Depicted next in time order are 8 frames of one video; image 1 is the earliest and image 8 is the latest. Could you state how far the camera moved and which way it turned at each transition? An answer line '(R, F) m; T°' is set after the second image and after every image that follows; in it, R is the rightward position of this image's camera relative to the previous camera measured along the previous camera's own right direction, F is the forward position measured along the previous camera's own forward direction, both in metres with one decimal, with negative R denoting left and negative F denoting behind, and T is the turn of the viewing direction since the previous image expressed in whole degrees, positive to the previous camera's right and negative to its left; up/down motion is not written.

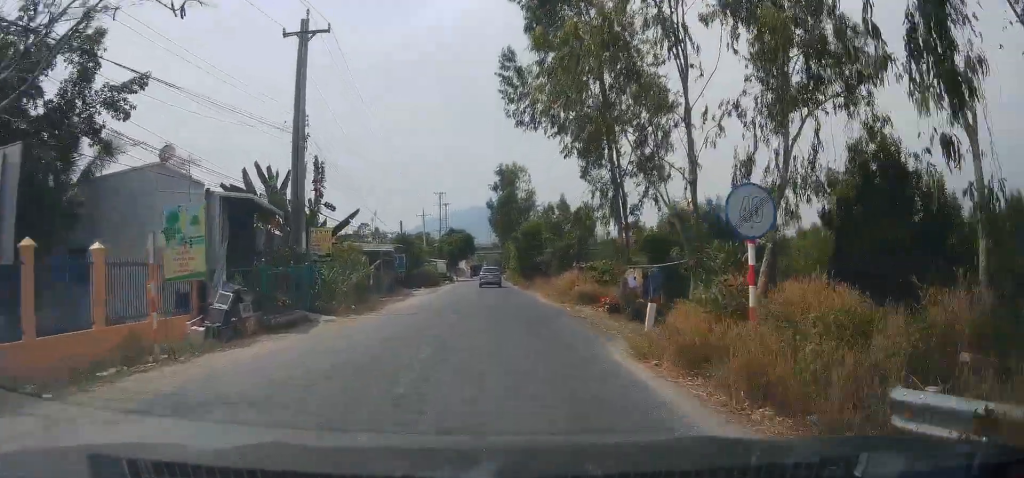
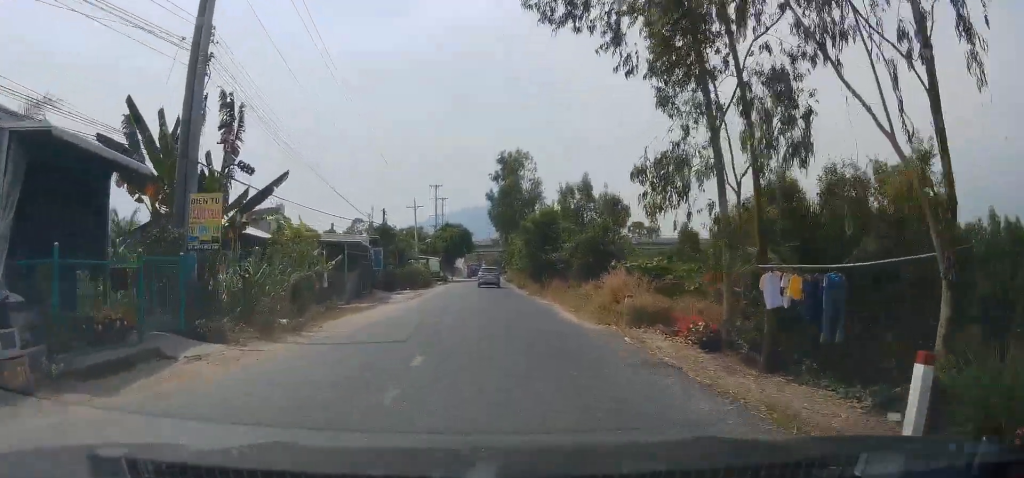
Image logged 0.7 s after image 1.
(-0.2, +10.2) m; 0°
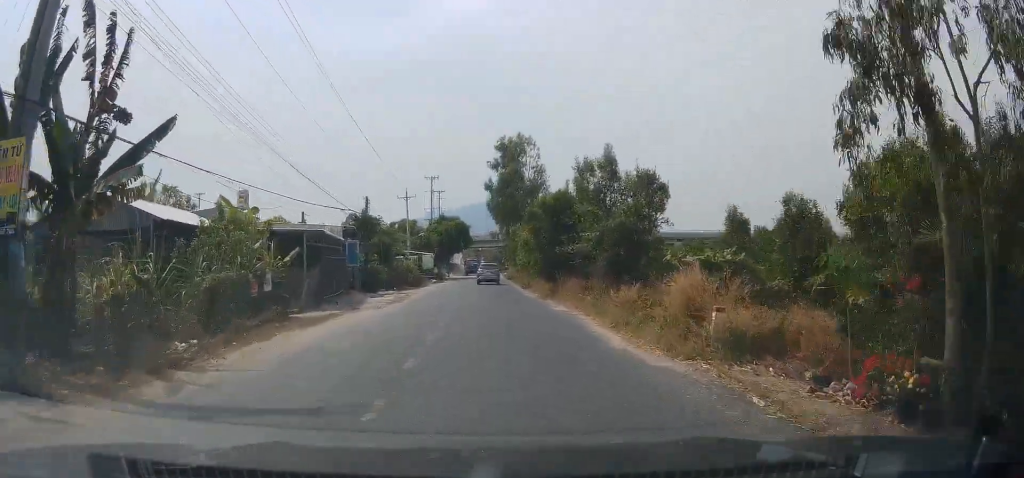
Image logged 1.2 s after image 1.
(0.0, +7.0) m; +1°
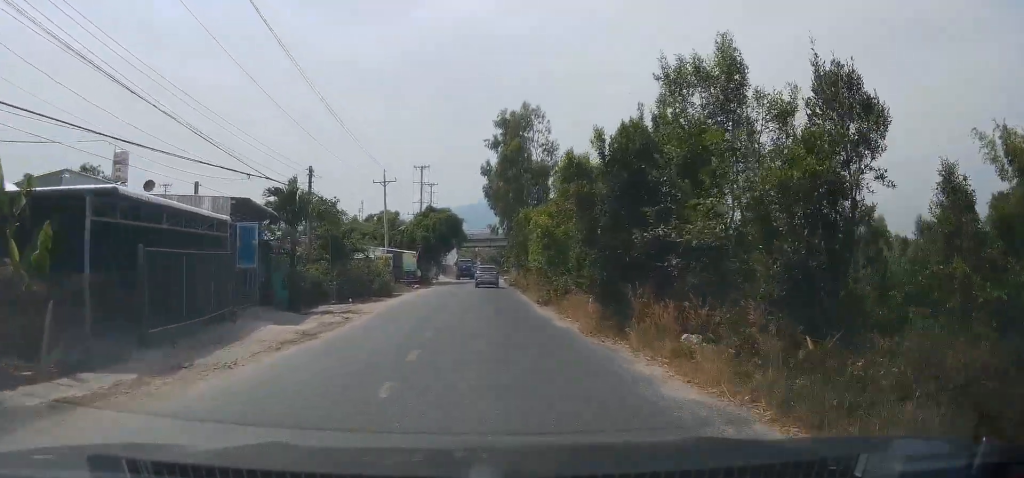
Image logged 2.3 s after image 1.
(+0.4, +14.1) m; 0°
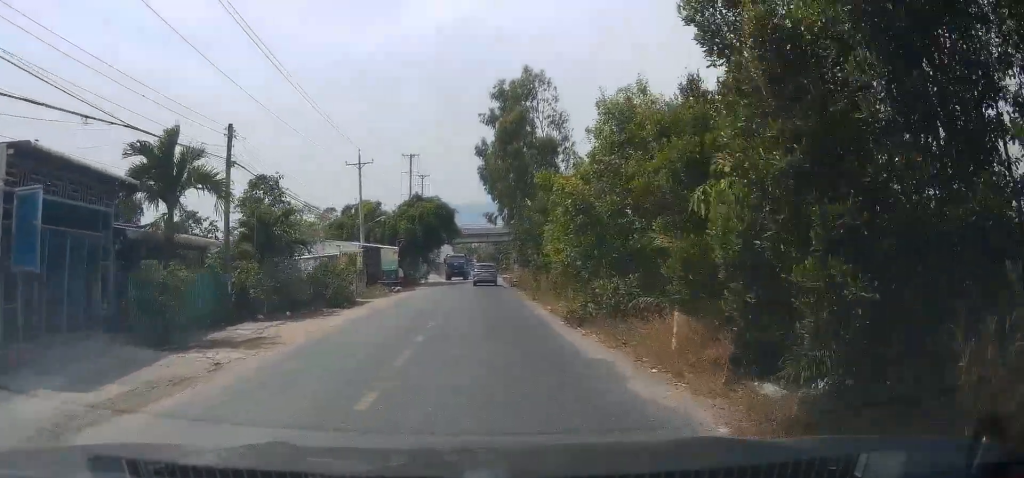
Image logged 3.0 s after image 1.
(-0.2, +10.0) m; 0°
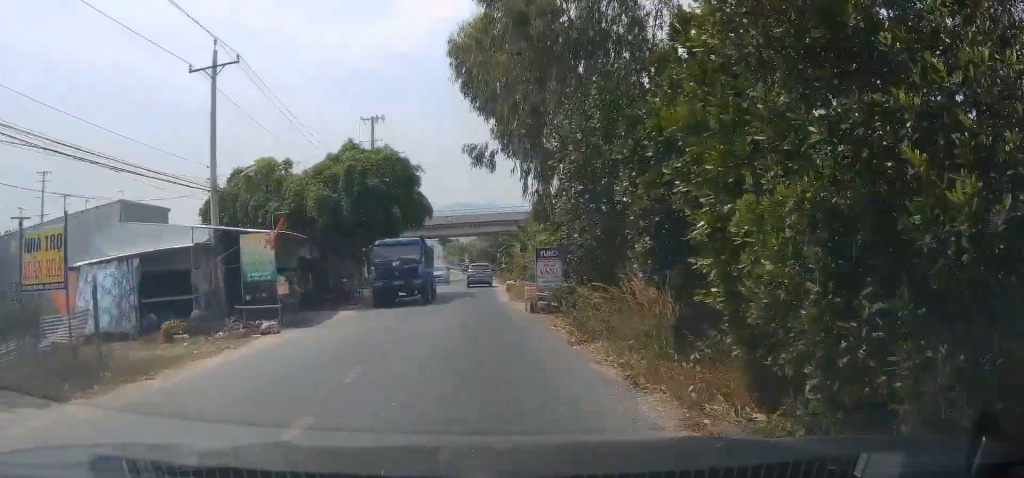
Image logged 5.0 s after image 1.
(+0.7, +26.4) m; +2°
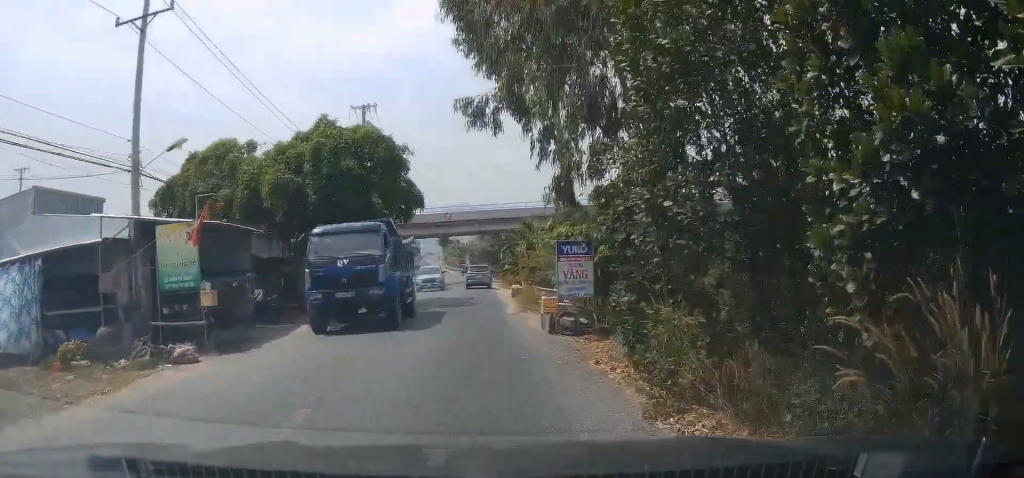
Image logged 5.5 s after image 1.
(+0.1, +5.8) m; -1°
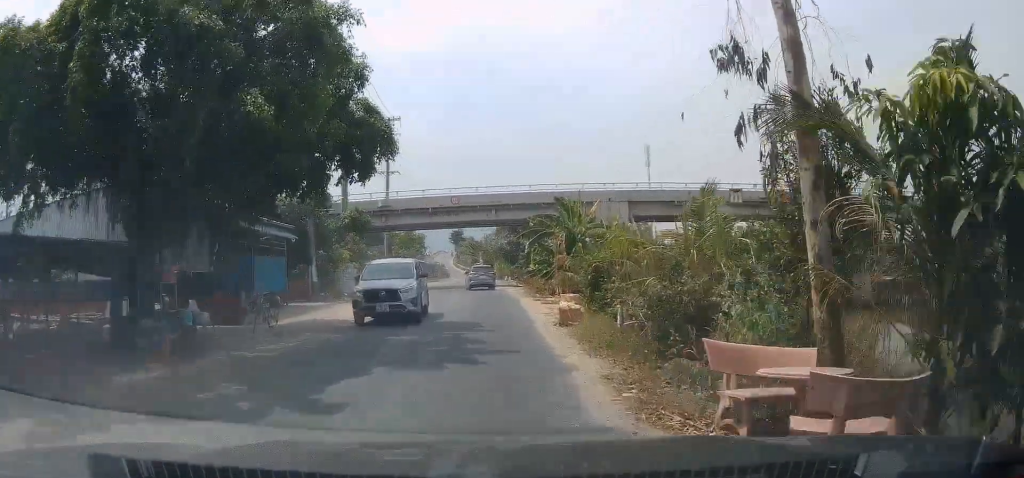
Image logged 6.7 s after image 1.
(-0.5, +15.5) m; -2°
